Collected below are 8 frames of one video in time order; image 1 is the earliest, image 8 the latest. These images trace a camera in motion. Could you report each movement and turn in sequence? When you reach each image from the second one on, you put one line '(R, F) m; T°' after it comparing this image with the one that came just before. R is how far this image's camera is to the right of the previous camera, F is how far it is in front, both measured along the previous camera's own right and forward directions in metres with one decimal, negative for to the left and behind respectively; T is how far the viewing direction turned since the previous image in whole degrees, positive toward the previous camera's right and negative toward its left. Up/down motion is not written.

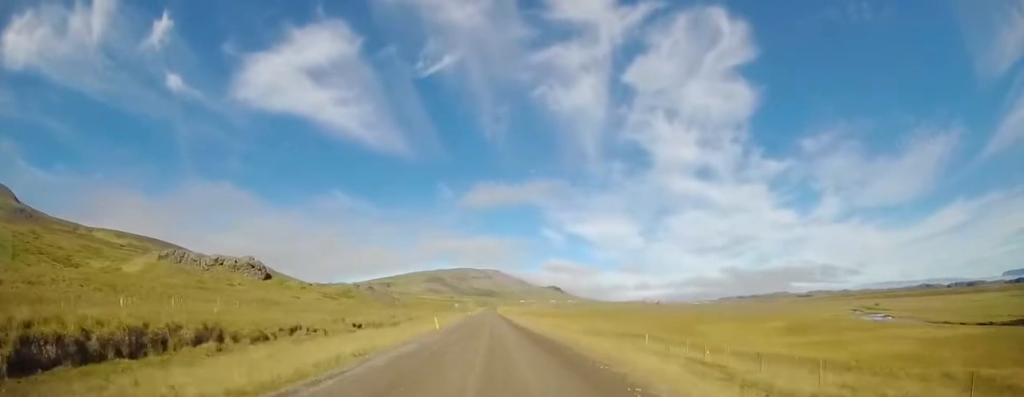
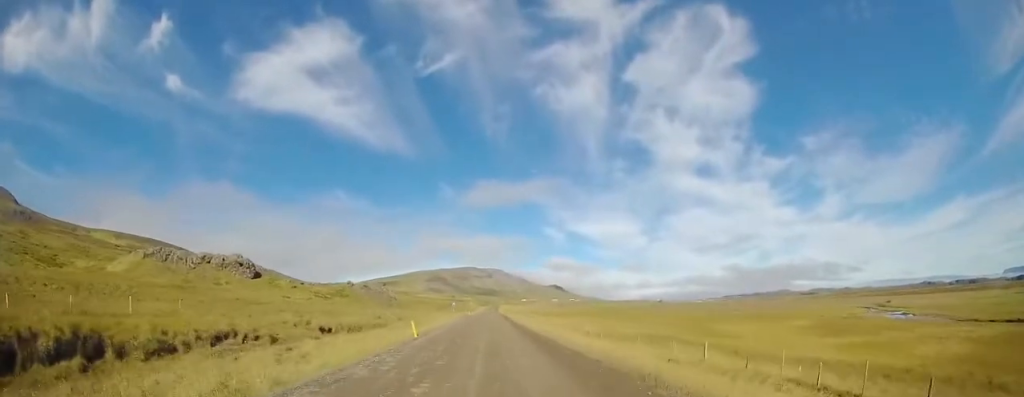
(0.0, +8.6) m; 0°
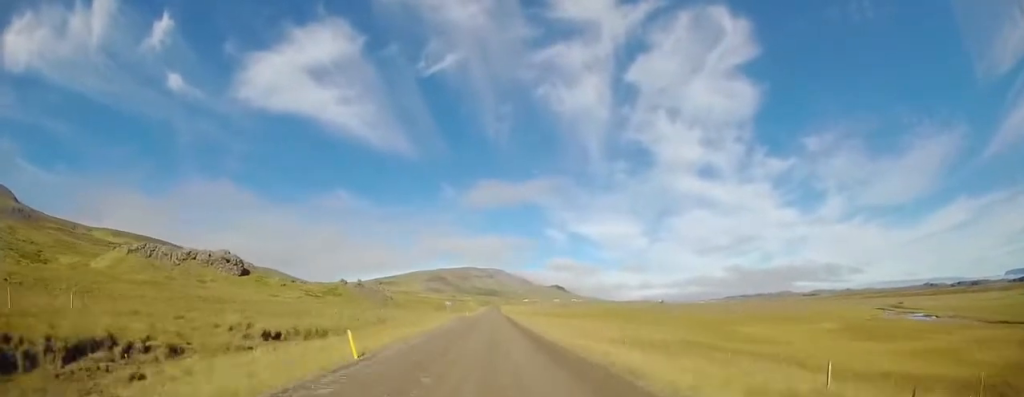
(0.0, +9.2) m; 0°
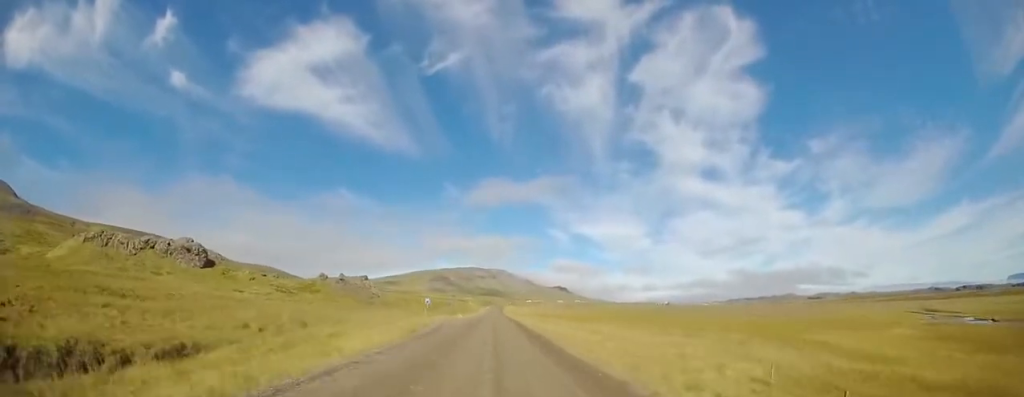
(-0.3, +22.1) m; -2°
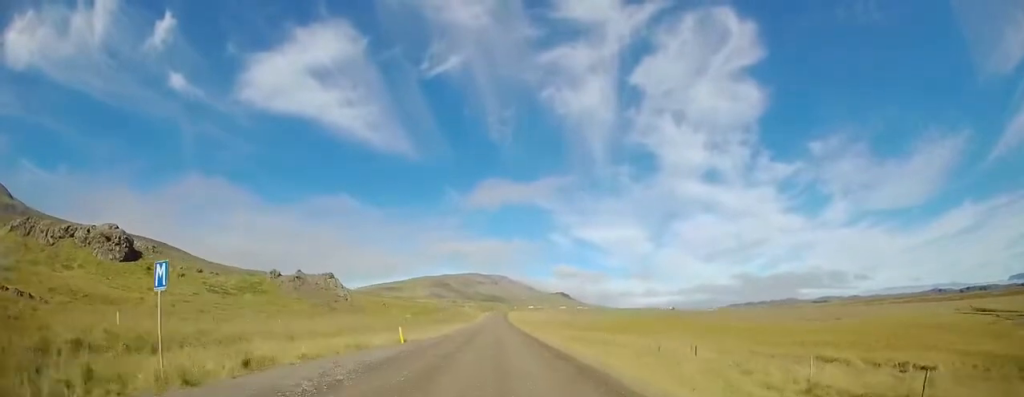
(-0.5, +32.9) m; 0°
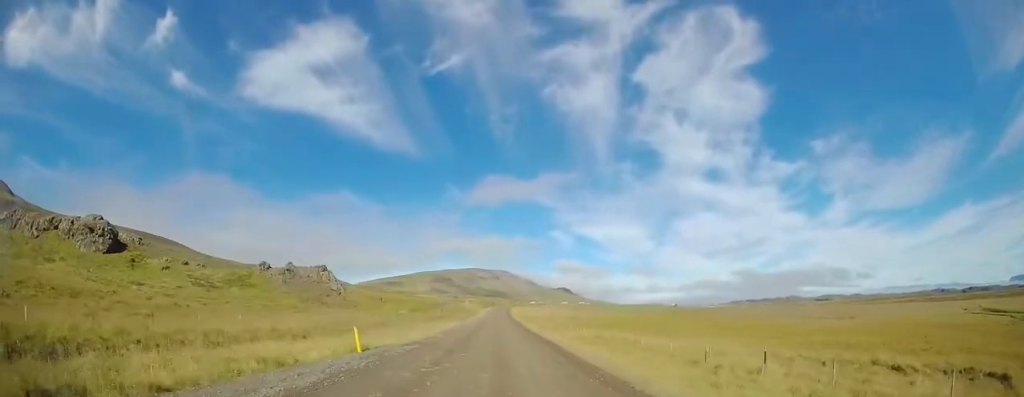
(+0.1, +6.4) m; 0°
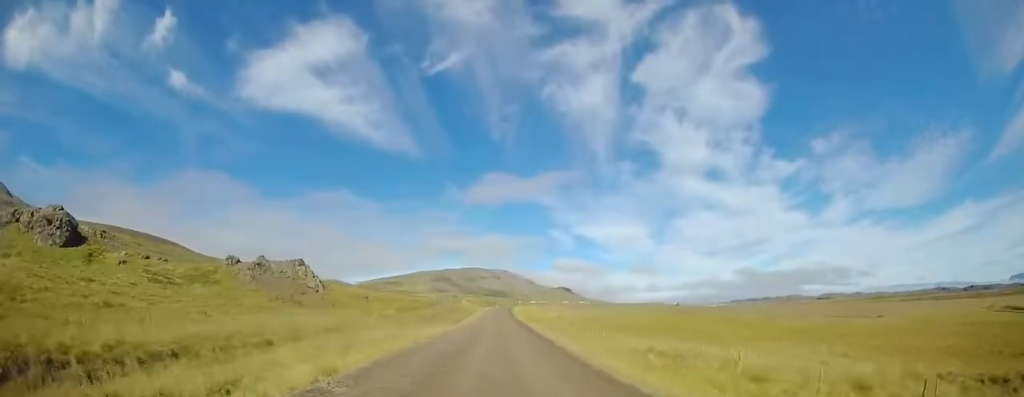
(+0.1, +14.0) m; 0°
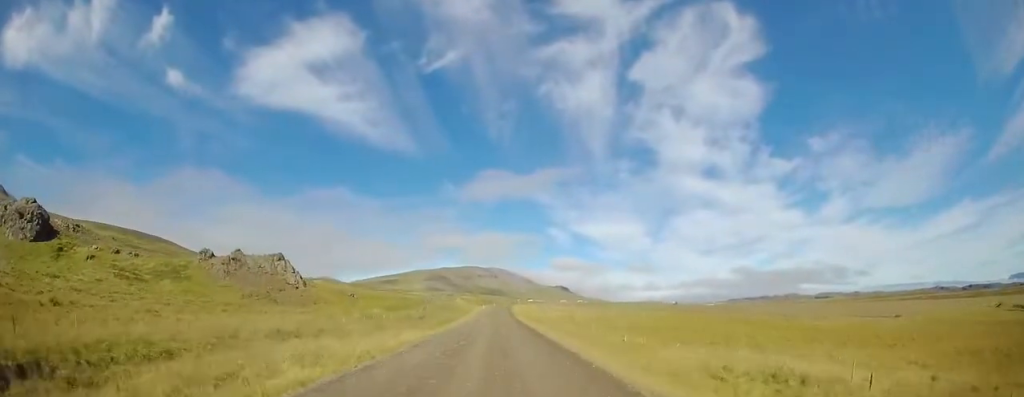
(-0.1, +8.6) m; 0°
